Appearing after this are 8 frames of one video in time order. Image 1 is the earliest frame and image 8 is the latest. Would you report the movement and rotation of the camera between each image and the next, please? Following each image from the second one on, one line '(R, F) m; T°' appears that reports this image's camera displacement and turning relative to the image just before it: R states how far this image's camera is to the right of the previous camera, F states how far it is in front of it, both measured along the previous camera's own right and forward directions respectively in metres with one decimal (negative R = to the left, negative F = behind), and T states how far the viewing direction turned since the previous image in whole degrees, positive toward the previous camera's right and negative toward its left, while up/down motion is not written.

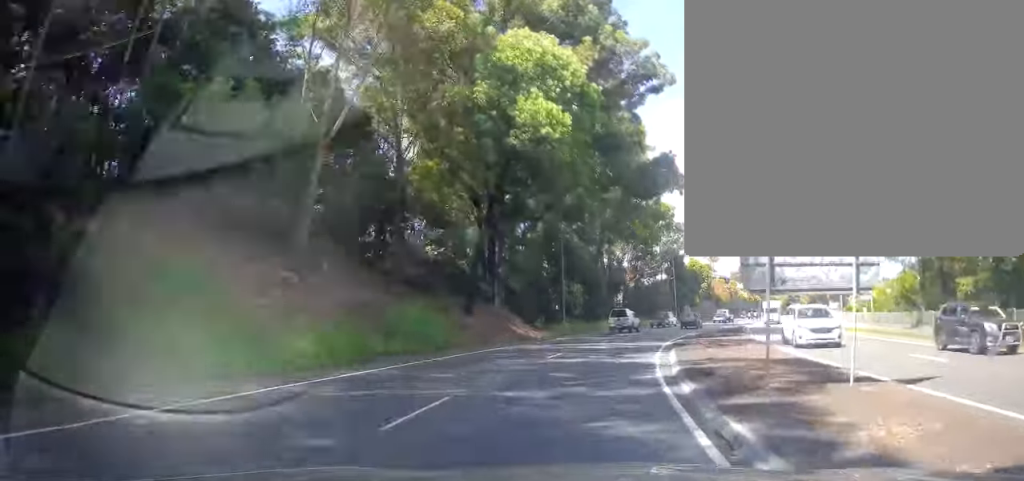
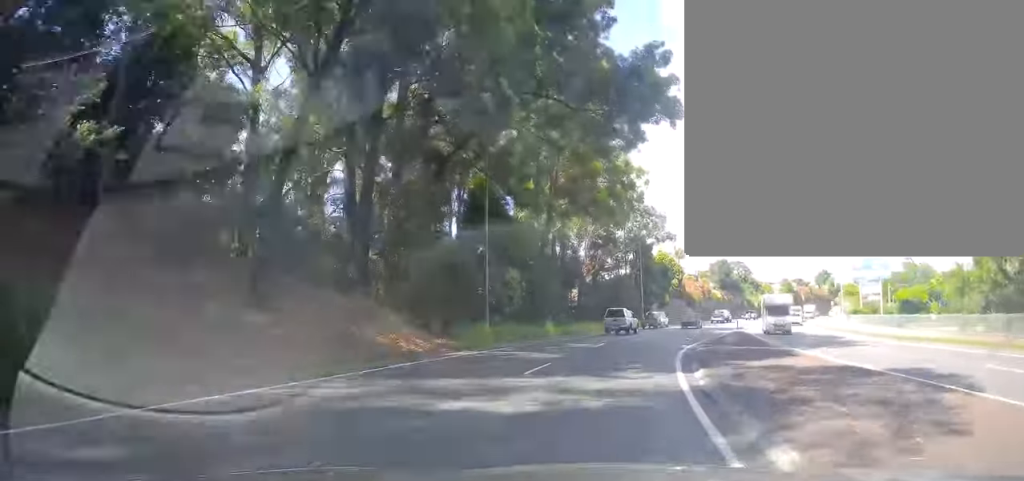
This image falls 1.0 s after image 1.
(+0.1, +16.8) m; +4°
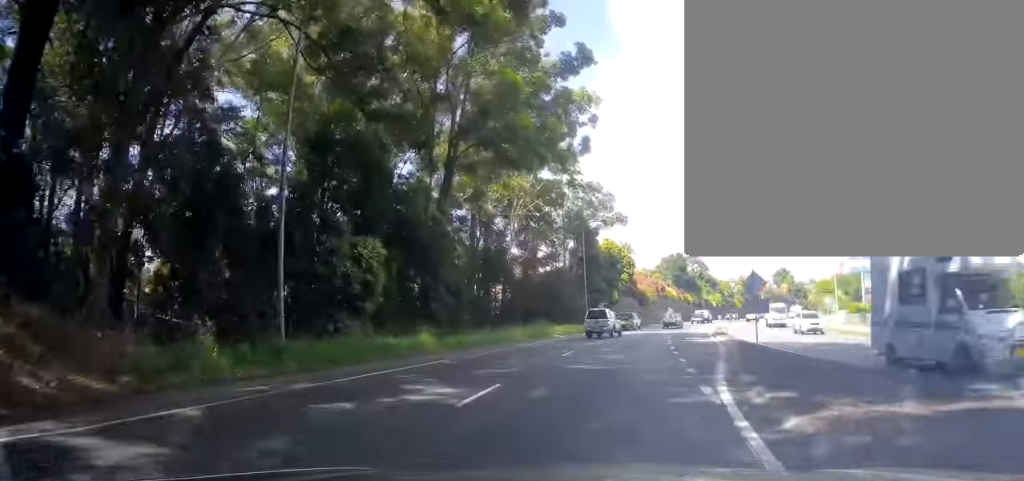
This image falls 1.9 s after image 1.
(+1.0, +16.4) m; +2°
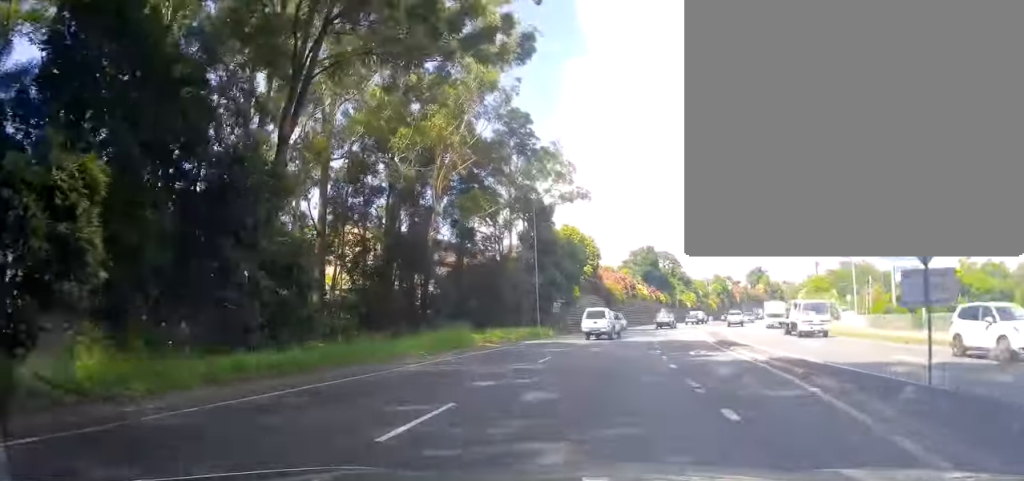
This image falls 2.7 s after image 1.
(-0.1, +14.3) m; +2°
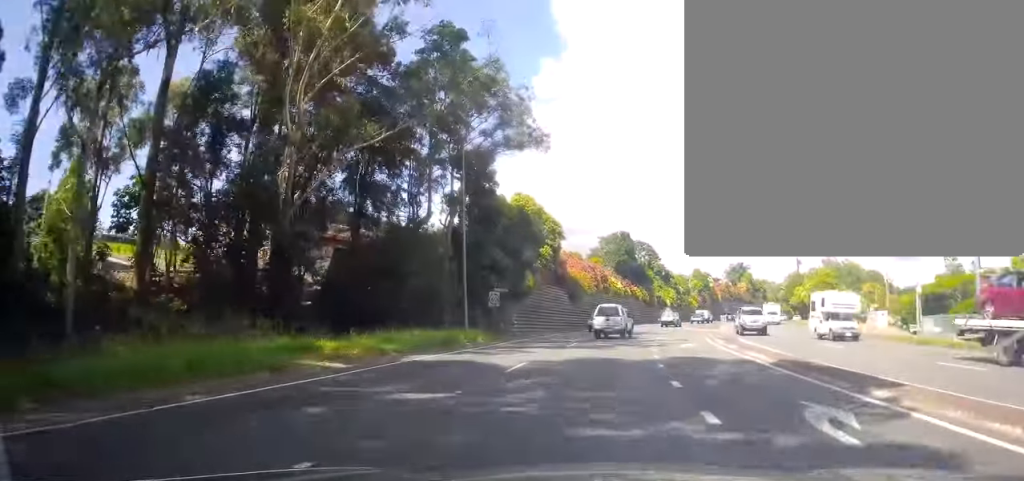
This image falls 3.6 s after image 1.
(+0.3, +16.3) m; +4°
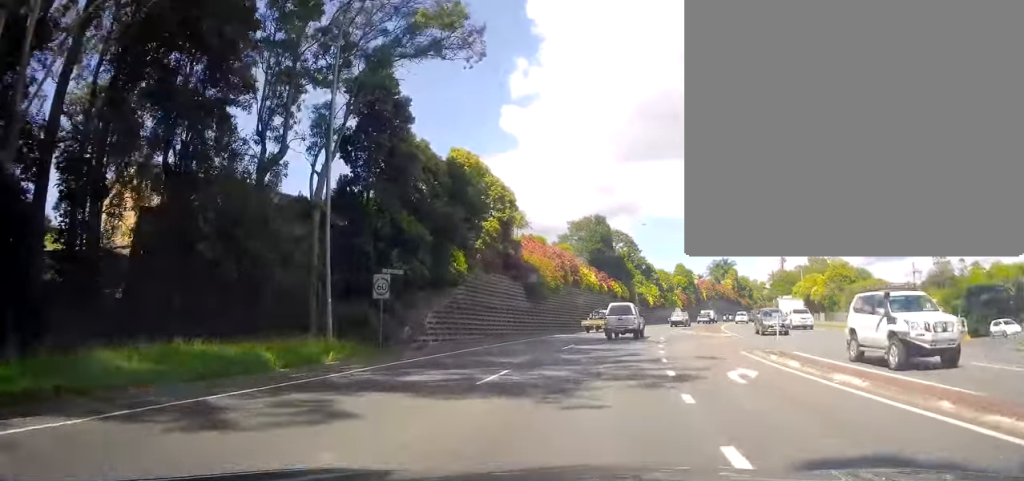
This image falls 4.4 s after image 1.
(+0.7, +14.8) m; +4°
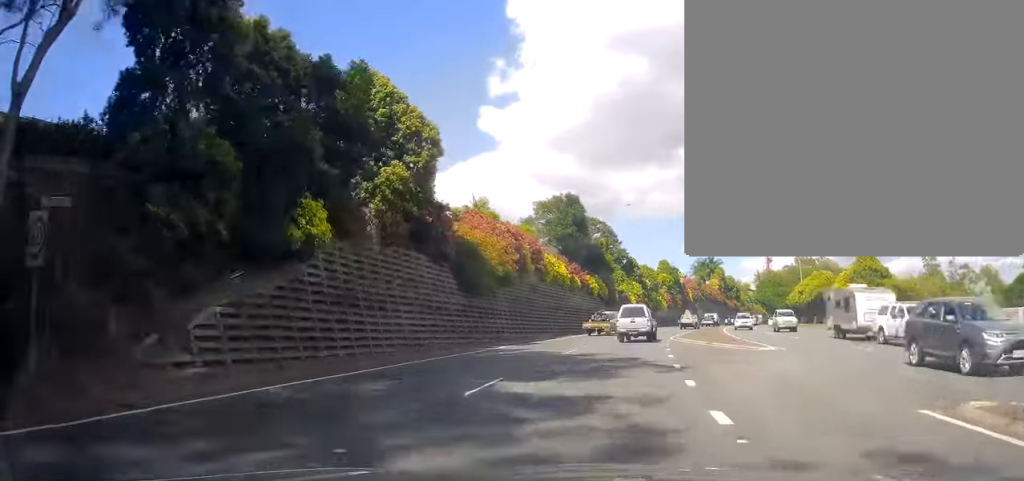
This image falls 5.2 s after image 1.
(+0.2, +14.3) m; +2°
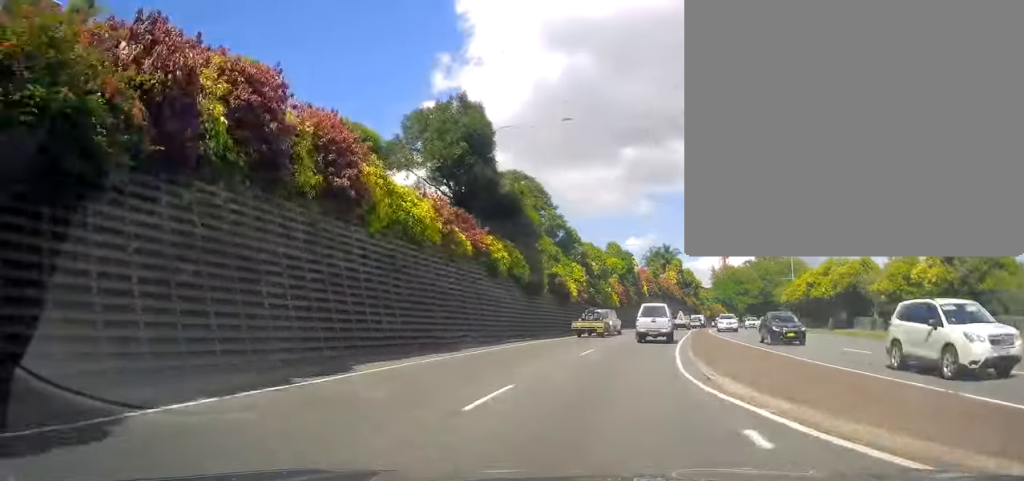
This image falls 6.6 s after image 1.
(+1.2, +27.1) m; +6°
